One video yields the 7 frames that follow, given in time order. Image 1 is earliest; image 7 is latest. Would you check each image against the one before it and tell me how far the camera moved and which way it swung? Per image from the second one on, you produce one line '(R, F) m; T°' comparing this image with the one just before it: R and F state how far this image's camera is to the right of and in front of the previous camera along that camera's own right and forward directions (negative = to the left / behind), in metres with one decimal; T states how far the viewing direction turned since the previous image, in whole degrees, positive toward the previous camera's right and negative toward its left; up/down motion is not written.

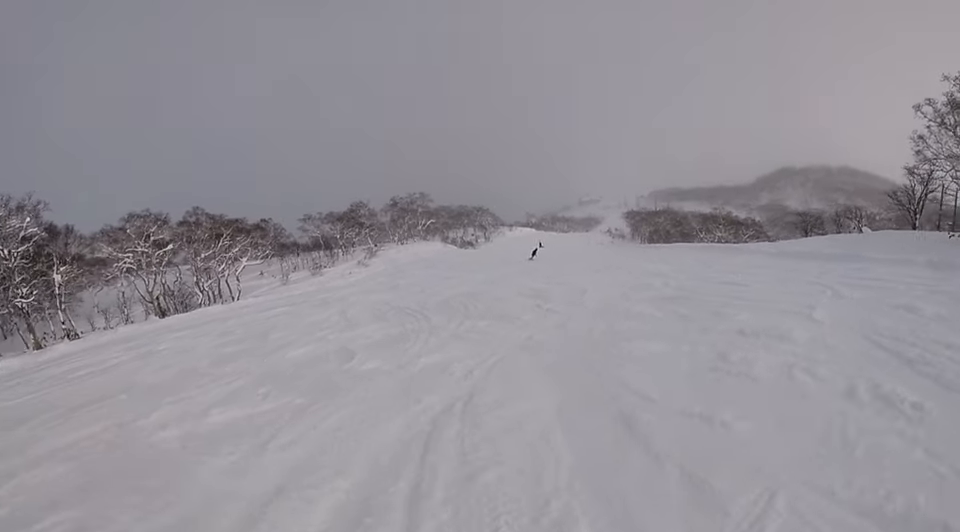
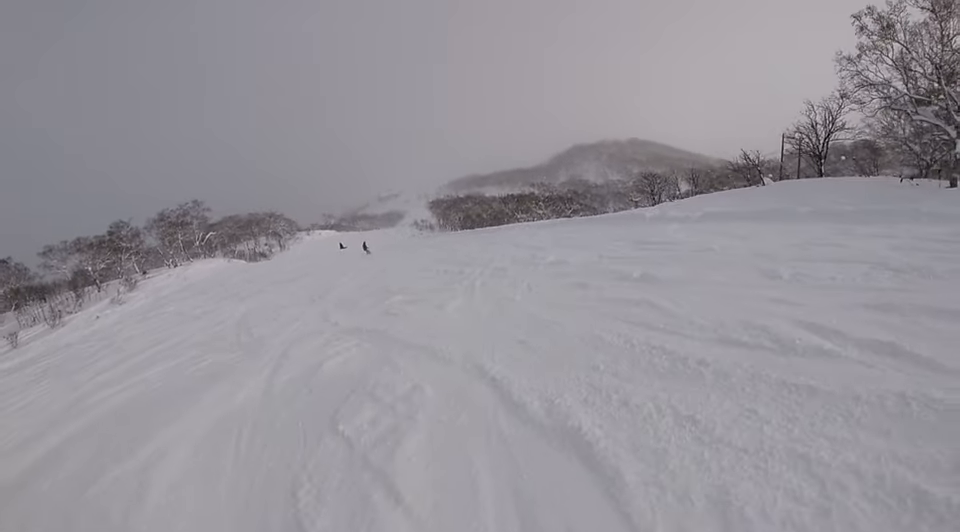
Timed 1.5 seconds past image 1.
(+4.3, +13.3) m; +29°
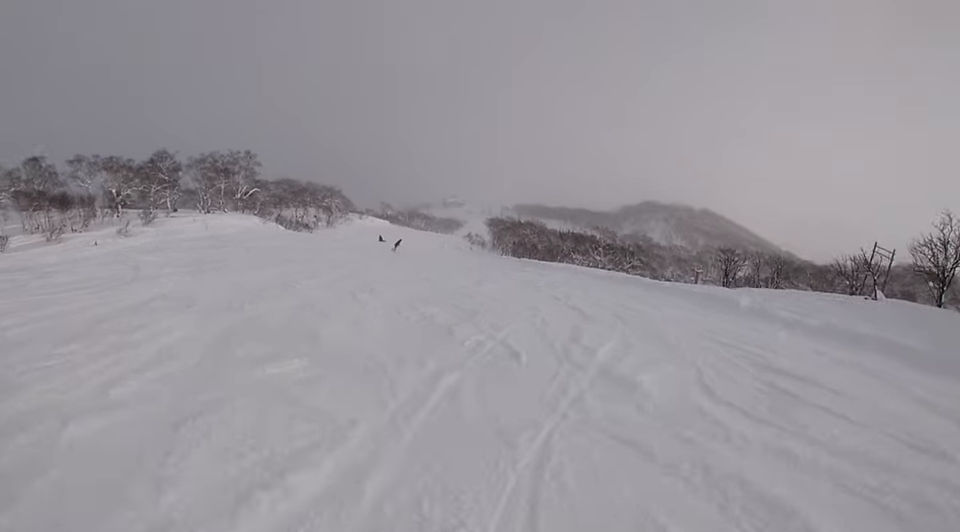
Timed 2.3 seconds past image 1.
(+1.1, +7.3) m; -2°
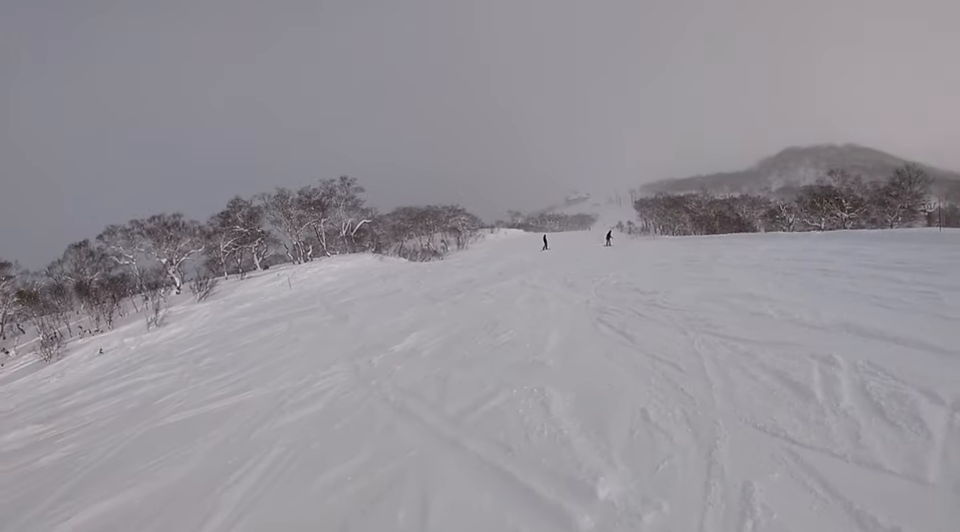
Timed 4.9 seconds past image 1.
(-10.7, +22.2) m; -22°
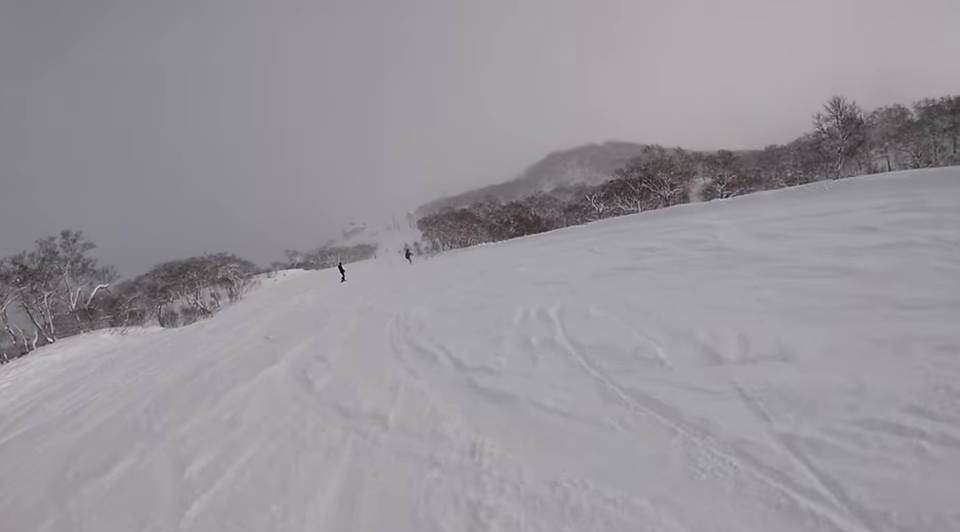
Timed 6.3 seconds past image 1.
(+2.7, +12.4) m; +27°
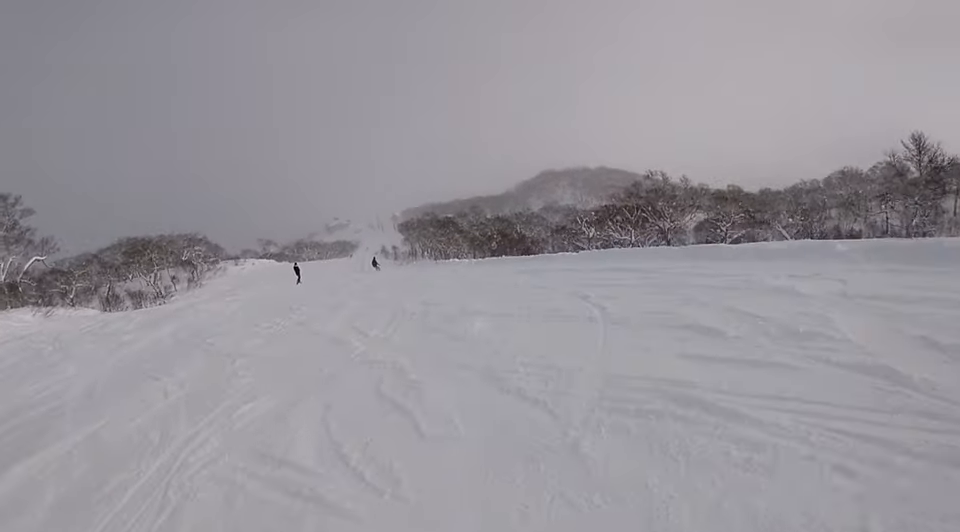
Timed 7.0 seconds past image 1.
(+1.1, +5.5) m; +7°
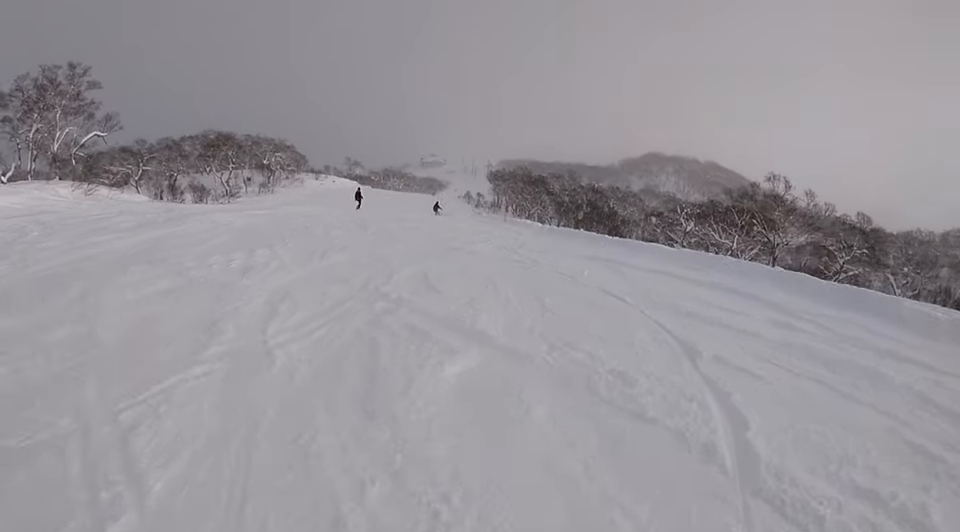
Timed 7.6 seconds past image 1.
(+0.2, +5.0) m; -5°
